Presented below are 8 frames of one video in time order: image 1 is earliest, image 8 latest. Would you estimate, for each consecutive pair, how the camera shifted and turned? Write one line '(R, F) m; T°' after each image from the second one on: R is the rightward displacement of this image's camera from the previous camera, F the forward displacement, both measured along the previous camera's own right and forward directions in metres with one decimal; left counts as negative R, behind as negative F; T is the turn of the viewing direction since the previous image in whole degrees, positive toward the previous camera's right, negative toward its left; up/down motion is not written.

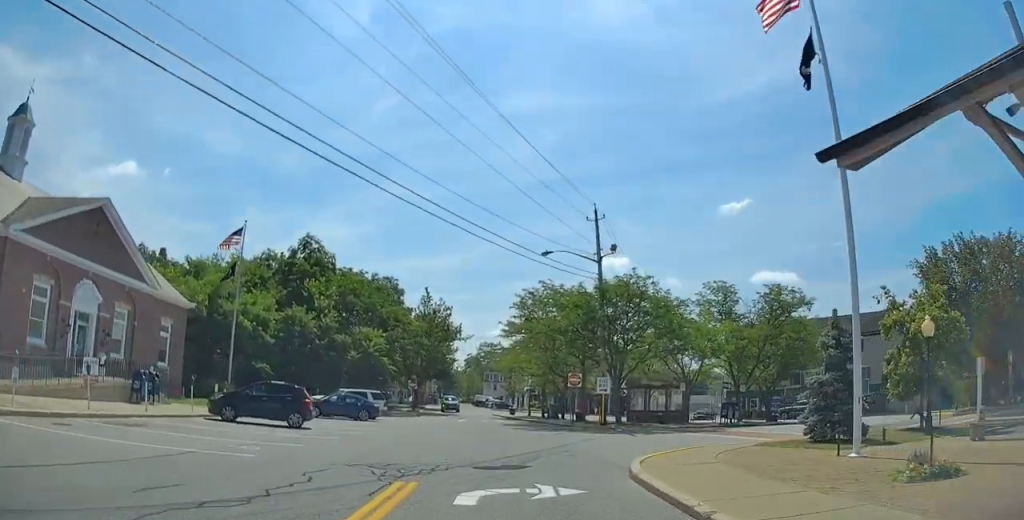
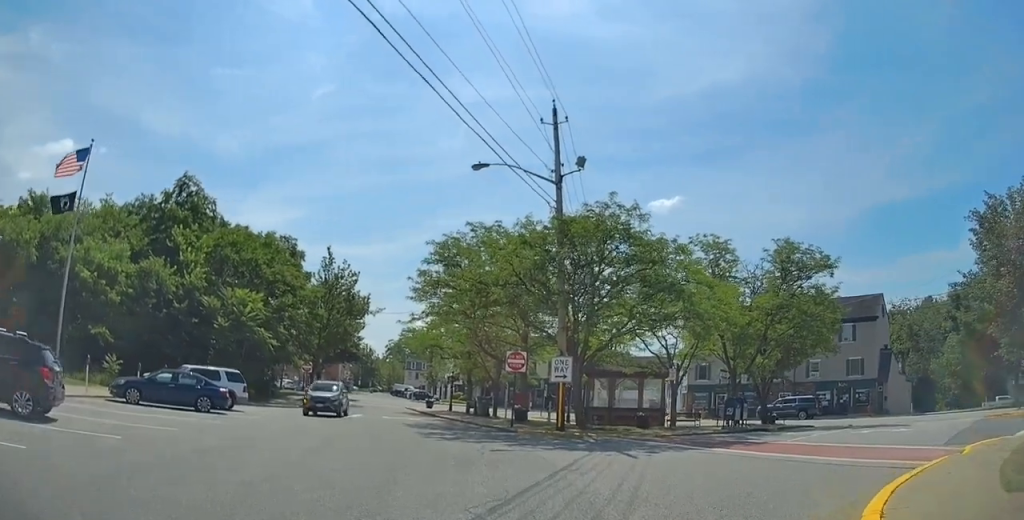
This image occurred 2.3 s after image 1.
(-0.7, +11.6) m; 0°
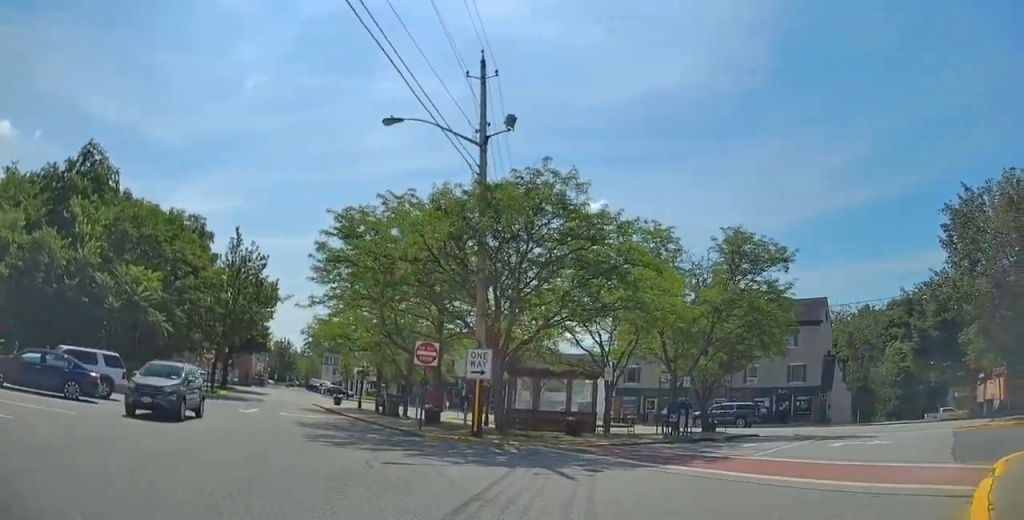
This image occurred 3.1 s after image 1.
(+0.4, +3.5) m; +9°
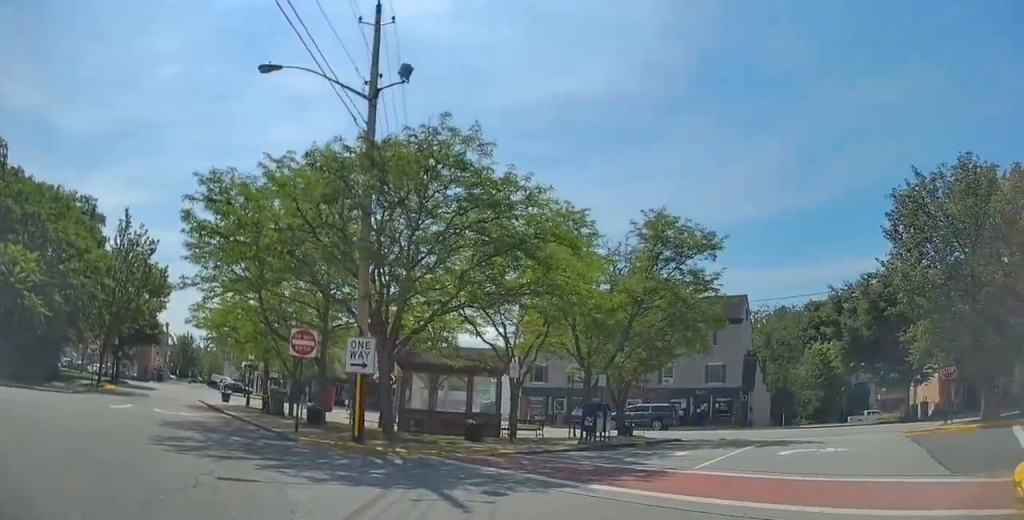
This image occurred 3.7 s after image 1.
(+0.2, +3.0) m; +9°
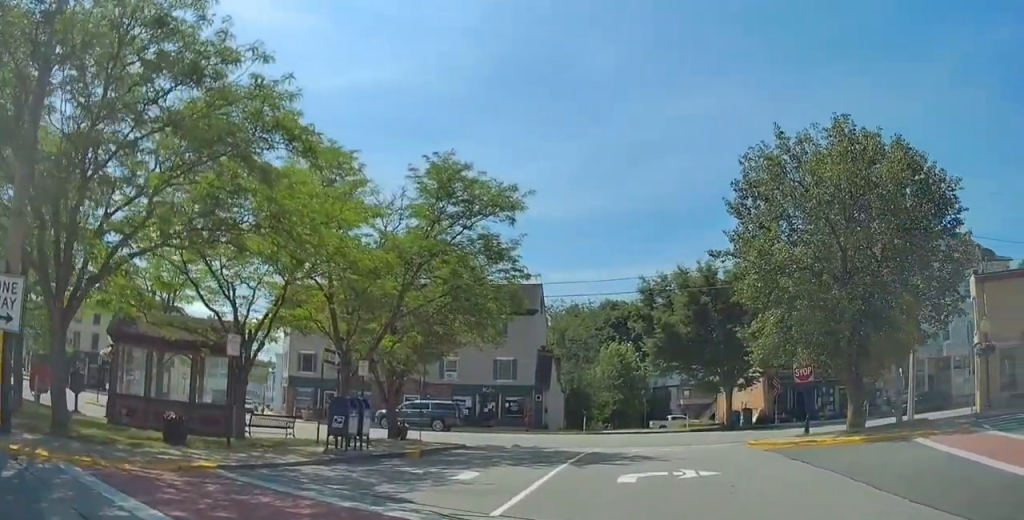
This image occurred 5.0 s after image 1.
(+0.8, +5.5) m; +17°
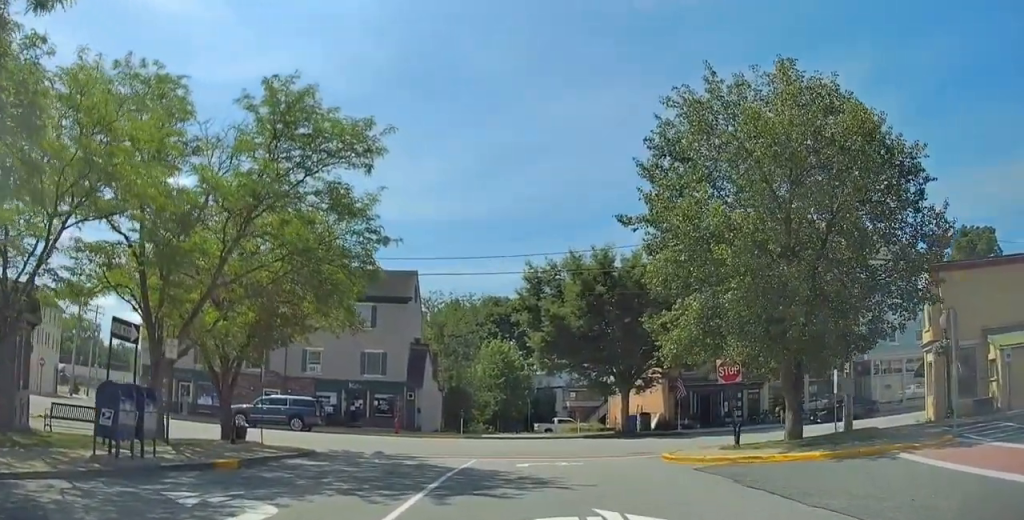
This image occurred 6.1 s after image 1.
(+0.6, +4.5) m; +10°
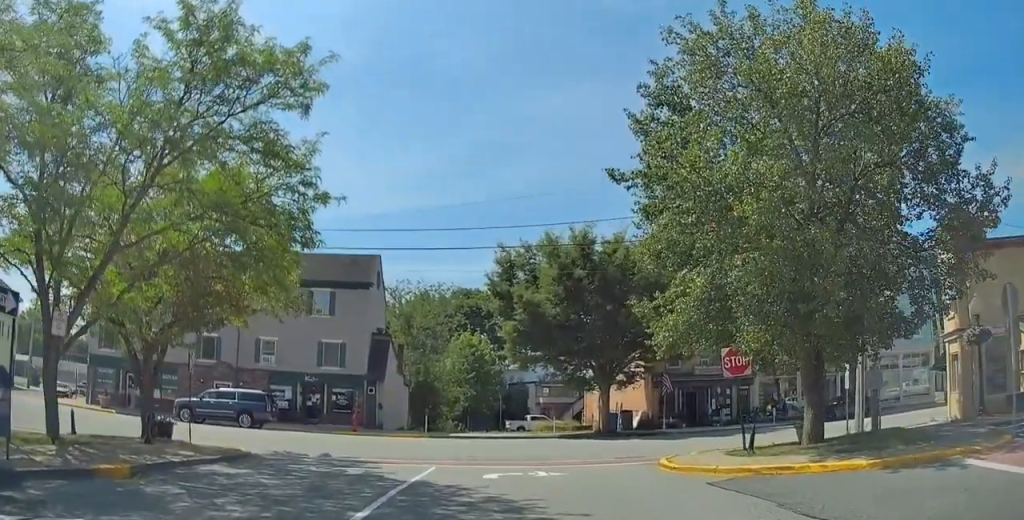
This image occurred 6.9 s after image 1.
(+0.1, +3.2) m; +3°
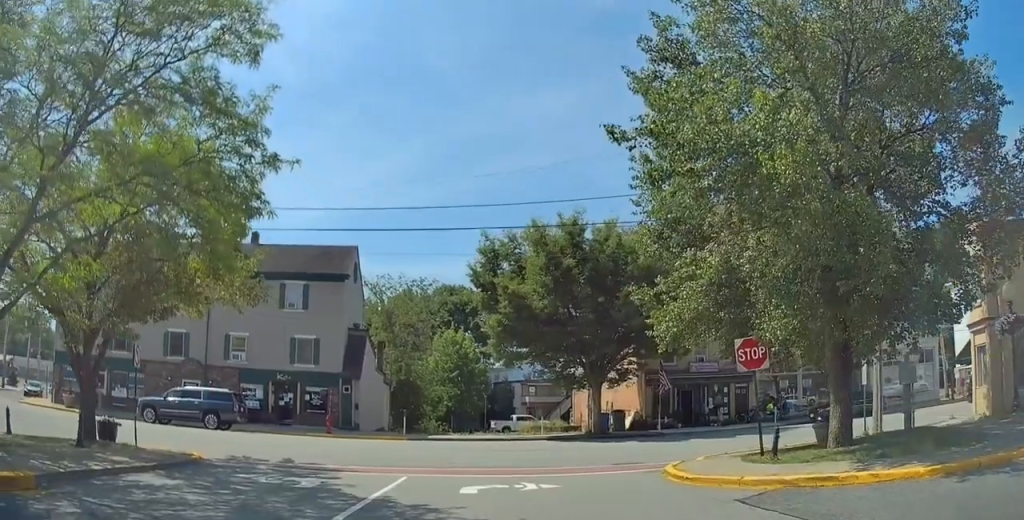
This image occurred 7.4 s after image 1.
(0.0, +2.3) m; 0°
